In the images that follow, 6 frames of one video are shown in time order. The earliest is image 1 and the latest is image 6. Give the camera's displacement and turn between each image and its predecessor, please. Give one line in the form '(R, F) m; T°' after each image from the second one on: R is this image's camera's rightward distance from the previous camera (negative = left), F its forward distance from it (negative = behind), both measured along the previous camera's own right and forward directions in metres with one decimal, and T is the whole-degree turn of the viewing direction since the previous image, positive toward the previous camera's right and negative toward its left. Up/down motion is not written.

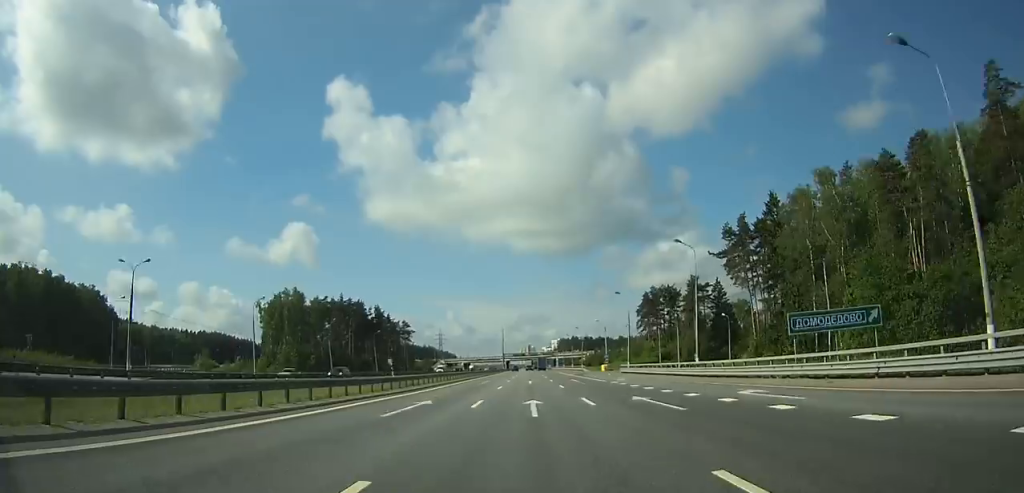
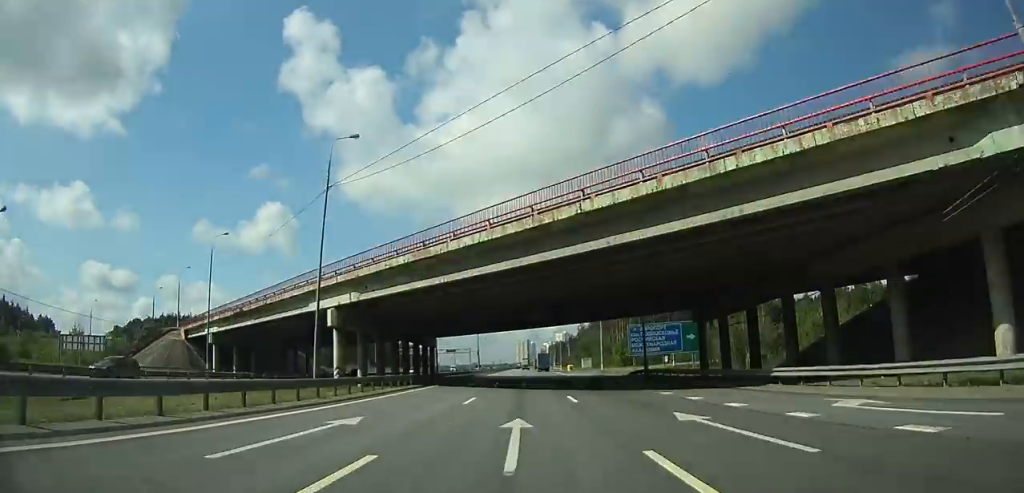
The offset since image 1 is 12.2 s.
(-0.6, +309.1) m; -1°
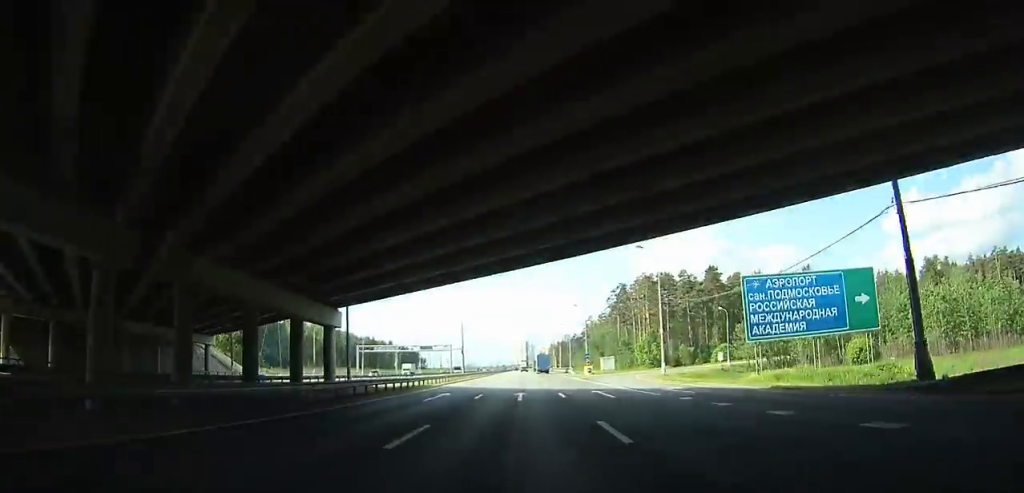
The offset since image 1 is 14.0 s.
(-0.2, +43.4) m; 0°
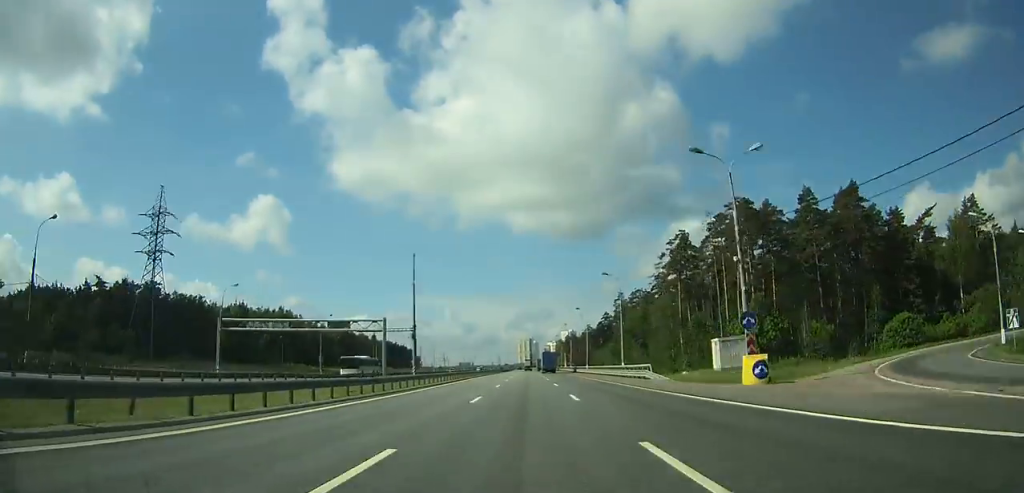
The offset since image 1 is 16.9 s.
(-0.3, +69.5) m; 0°
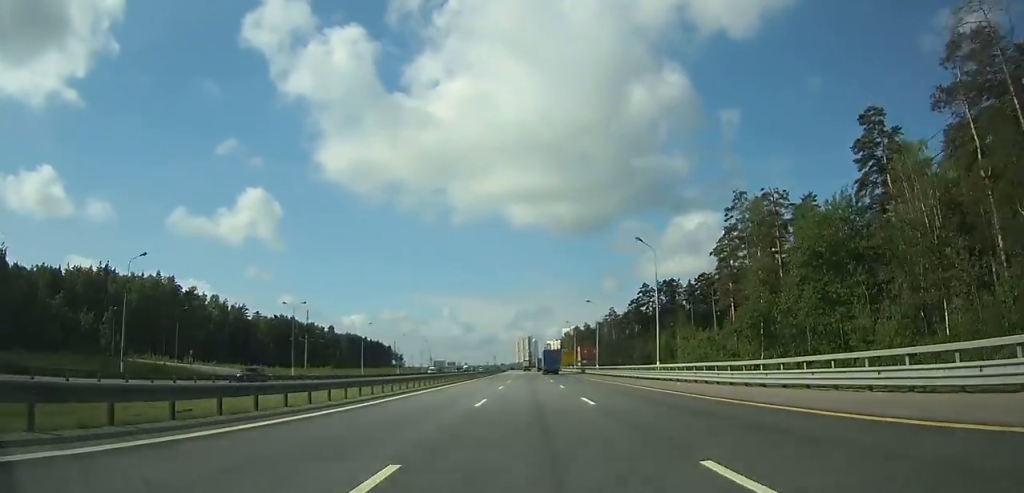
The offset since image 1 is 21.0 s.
(+0.7, +97.8) m; 0°
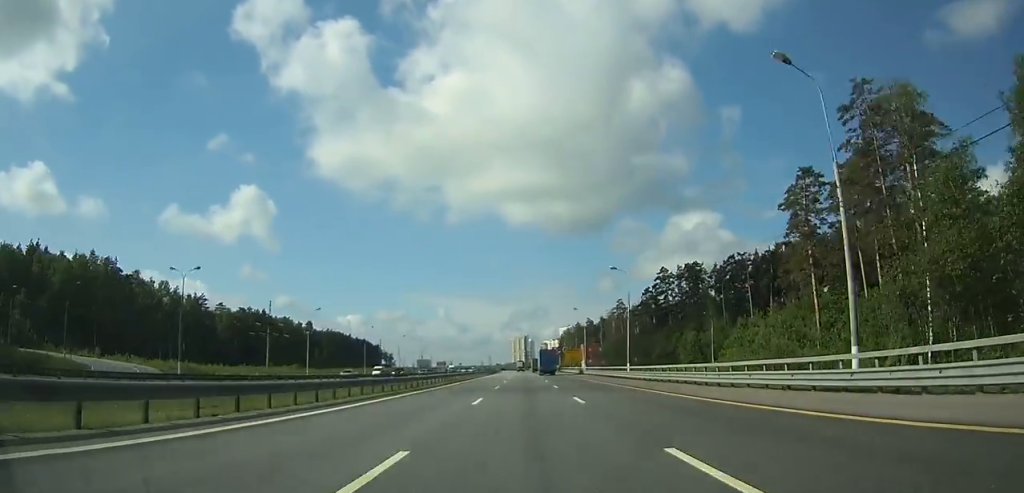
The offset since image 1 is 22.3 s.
(0.0, +31.0) m; 0°
